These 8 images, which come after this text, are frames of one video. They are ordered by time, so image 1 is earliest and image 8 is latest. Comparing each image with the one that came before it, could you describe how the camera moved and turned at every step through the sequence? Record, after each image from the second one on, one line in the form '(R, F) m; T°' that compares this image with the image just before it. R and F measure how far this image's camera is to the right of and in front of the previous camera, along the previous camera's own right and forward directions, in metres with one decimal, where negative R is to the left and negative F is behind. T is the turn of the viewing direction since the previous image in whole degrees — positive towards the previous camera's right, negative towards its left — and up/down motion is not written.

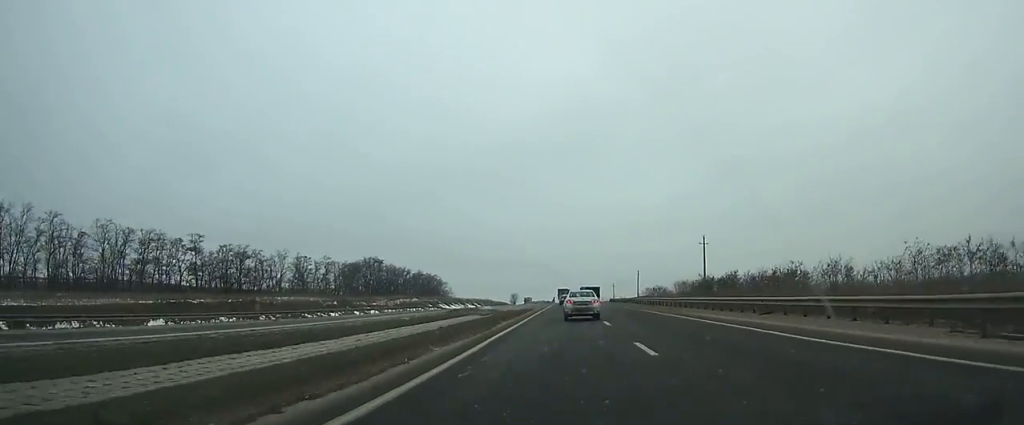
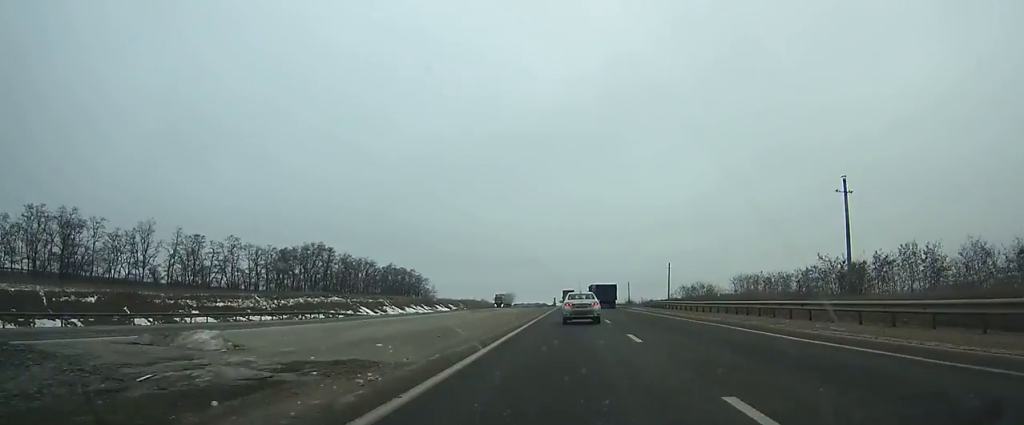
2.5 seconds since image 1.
(+0.1, +55.1) m; 0°
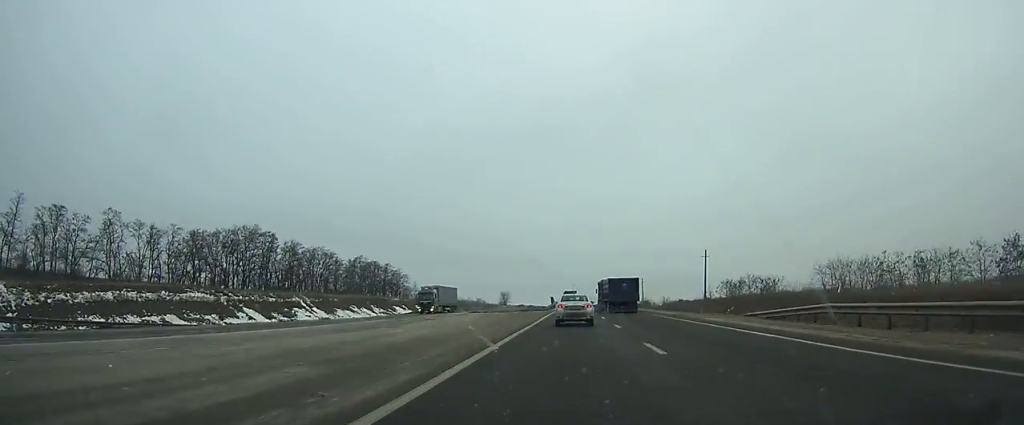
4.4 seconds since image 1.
(-0.1, +40.1) m; 0°
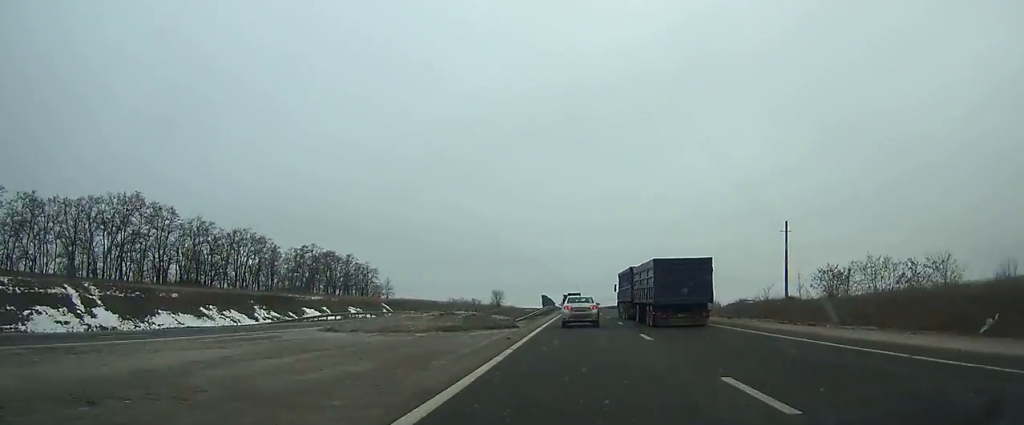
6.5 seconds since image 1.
(-0.1, +43.6) m; 0°
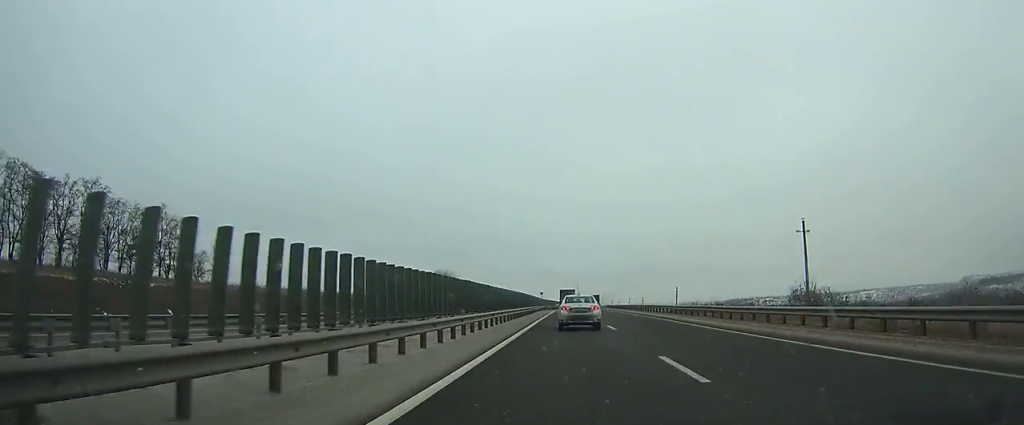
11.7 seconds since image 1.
(-0.6, +104.7) m; -1°
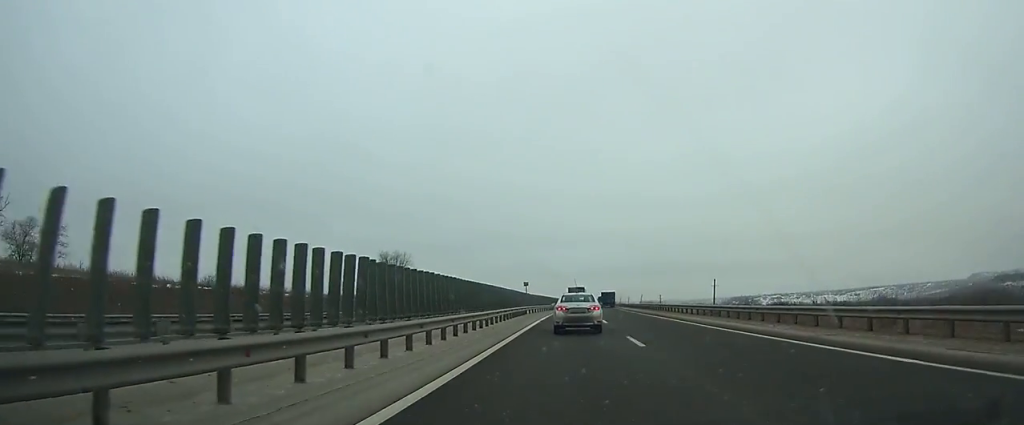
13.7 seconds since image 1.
(-0.4, +38.7) m; 0°
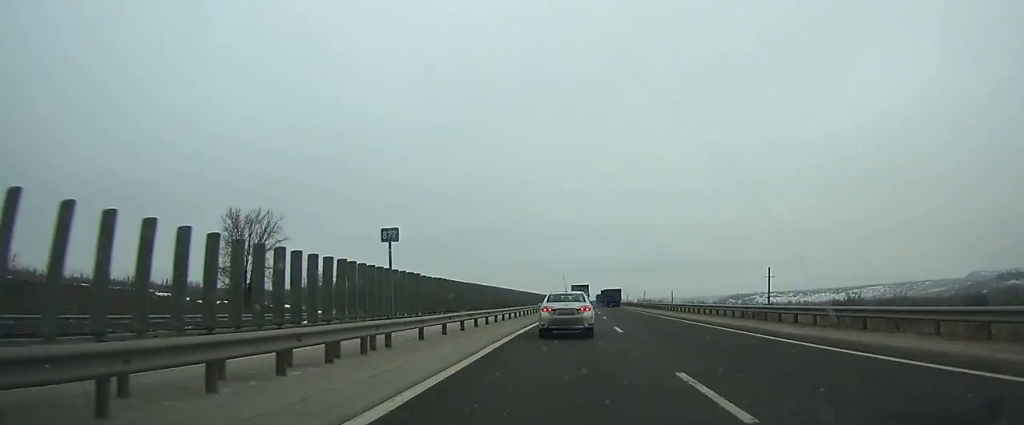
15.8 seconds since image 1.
(+0.1, +39.5) m; +1°
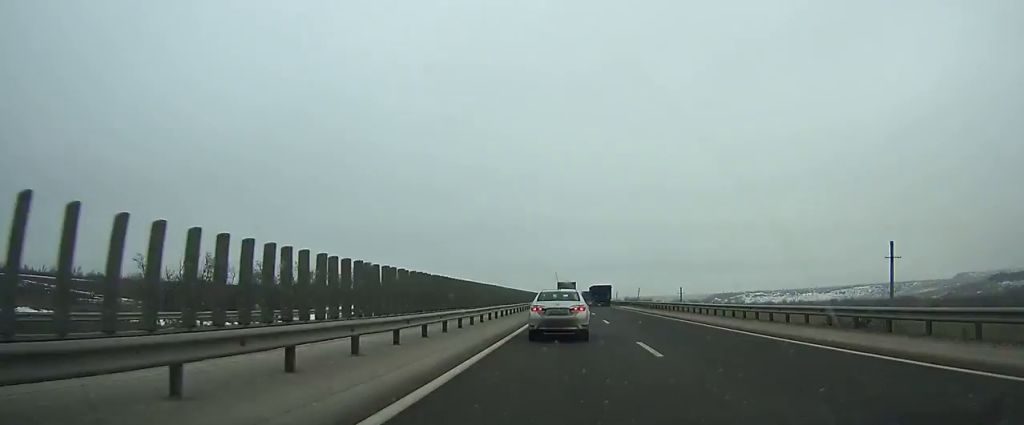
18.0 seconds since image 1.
(+0.4, +40.2) m; +1°
